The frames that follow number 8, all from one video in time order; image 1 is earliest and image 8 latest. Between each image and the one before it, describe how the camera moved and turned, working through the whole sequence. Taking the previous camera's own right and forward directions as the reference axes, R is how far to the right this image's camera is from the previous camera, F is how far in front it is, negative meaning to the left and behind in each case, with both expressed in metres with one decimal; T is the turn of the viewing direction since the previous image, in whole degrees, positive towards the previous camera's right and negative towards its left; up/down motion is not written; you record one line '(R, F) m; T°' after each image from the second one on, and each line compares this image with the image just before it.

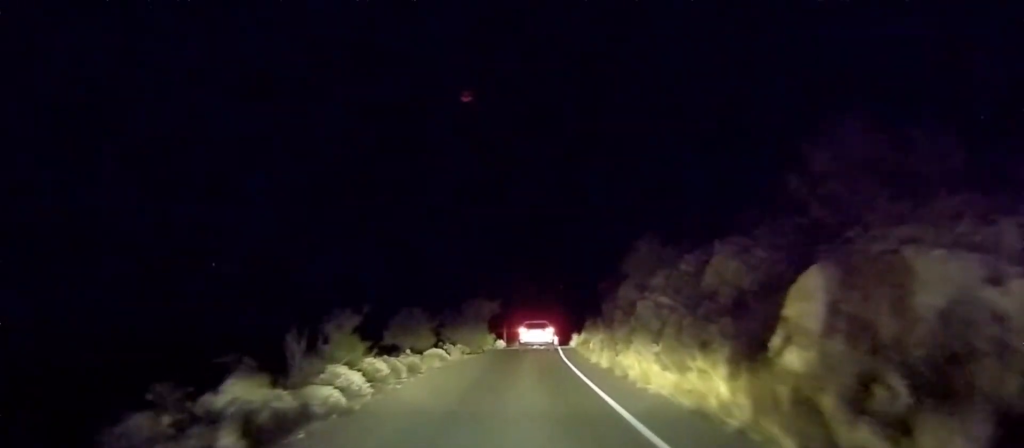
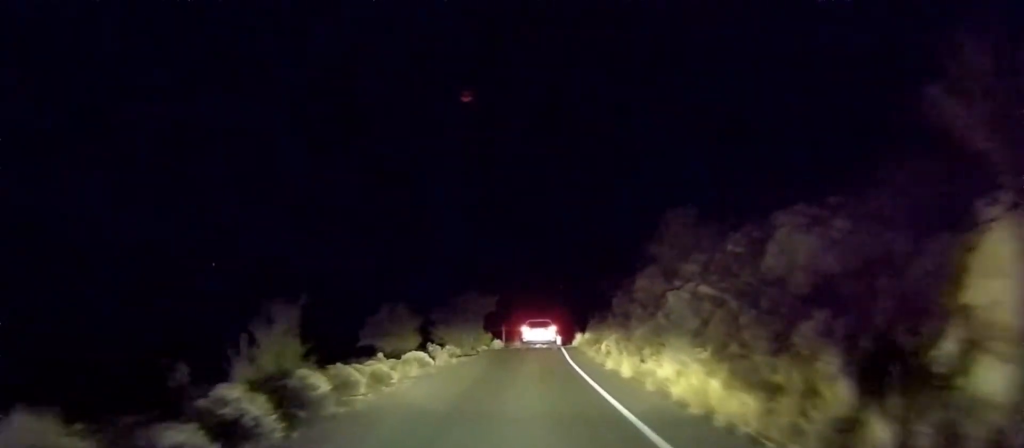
(-0.1, +3.4) m; -1°
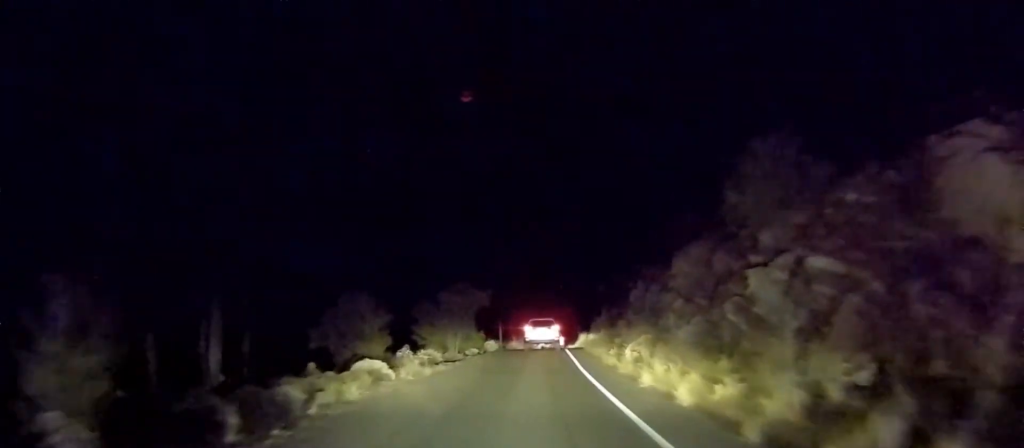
(-0.4, +4.5) m; 0°
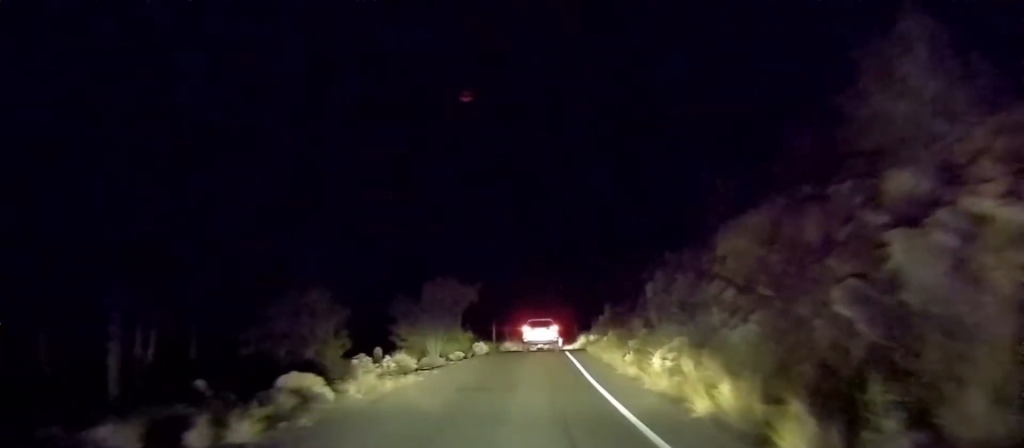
(+0.3, +3.5) m; +2°
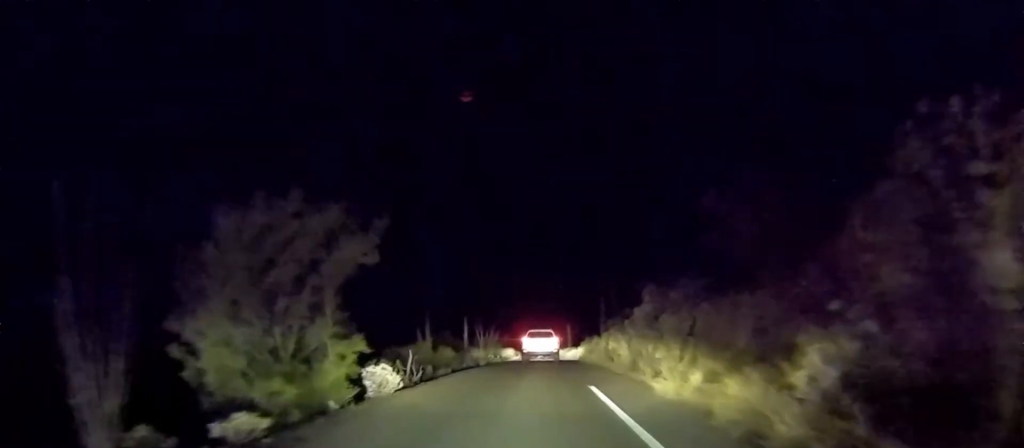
(+1.0, +15.8) m; +4°
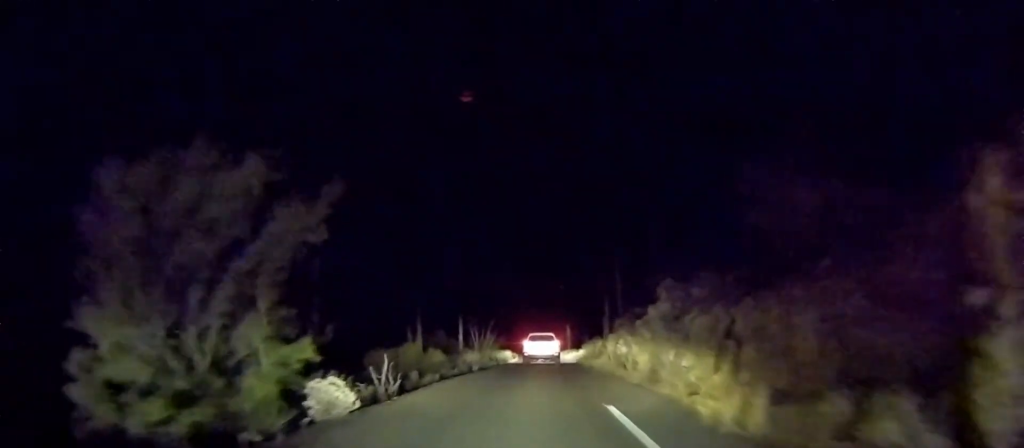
(0.0, +2.7) m; 0°
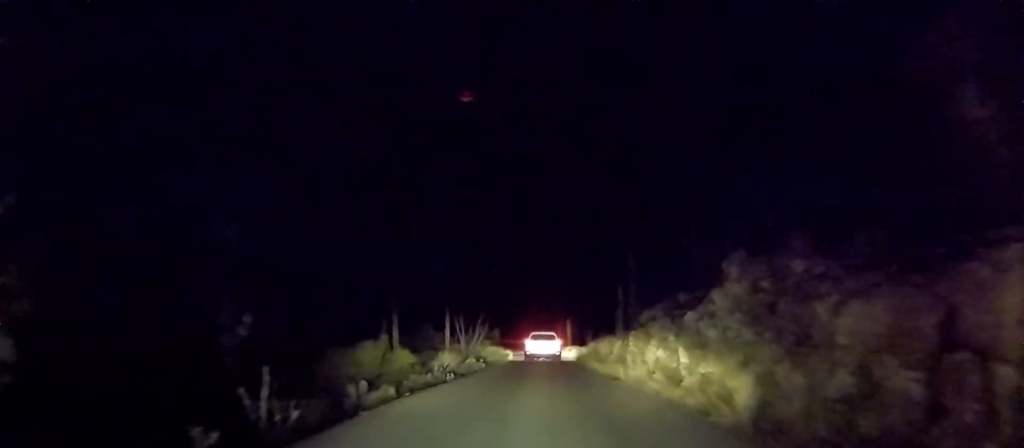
(-0.1, +6.2) m; 0°
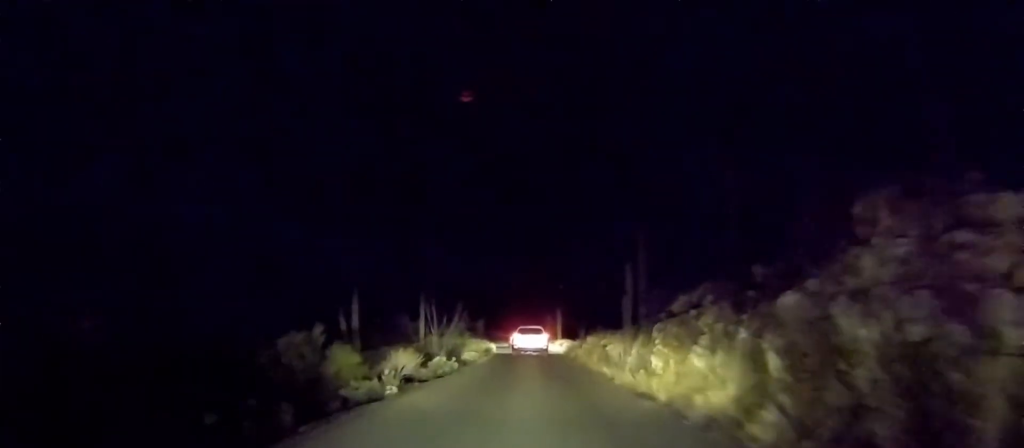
(+0.1, +5.2) m; 0°
